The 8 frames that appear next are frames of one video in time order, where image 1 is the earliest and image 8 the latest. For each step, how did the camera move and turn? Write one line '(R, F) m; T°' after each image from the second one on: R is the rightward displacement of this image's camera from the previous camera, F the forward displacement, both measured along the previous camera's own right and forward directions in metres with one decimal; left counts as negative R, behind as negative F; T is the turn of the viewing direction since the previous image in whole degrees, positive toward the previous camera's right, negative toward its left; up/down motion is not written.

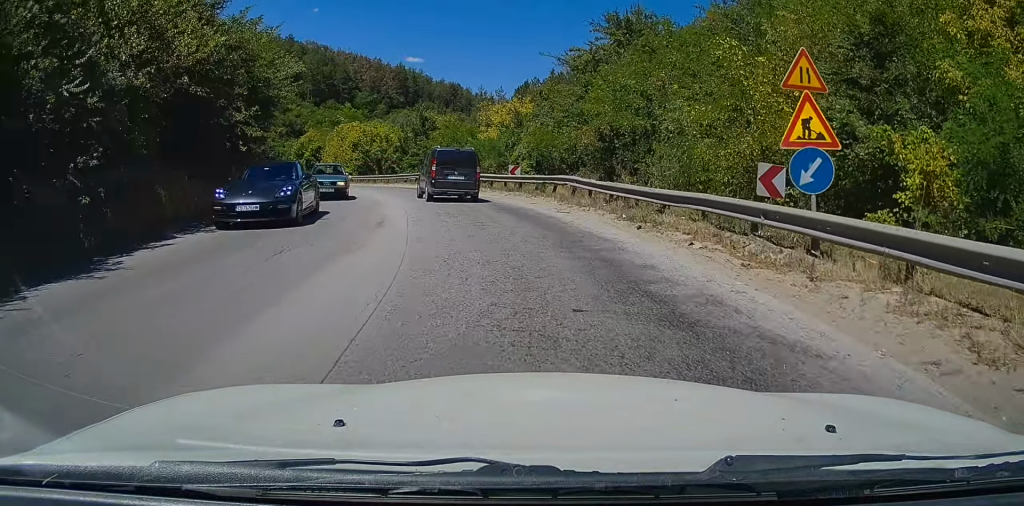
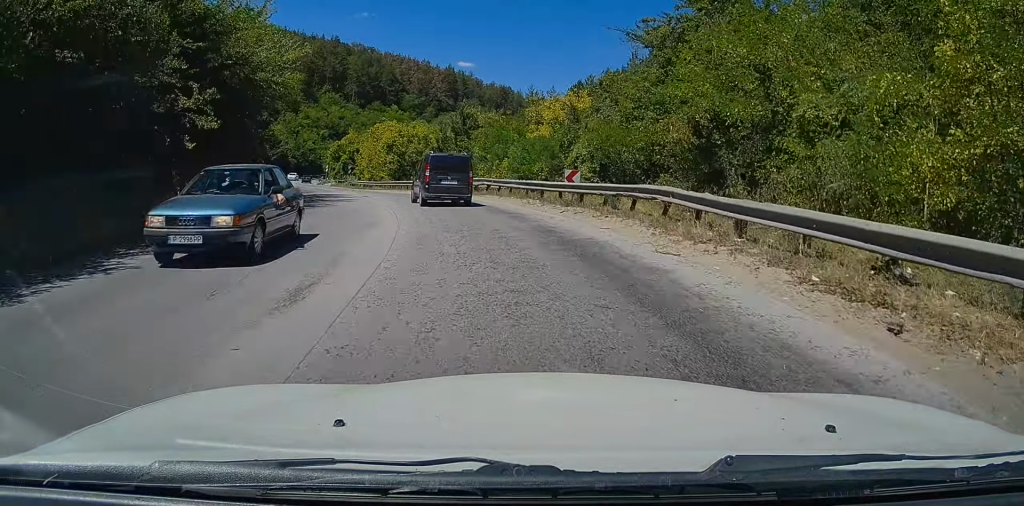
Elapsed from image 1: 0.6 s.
(-0.3, +8.6) m; -5°
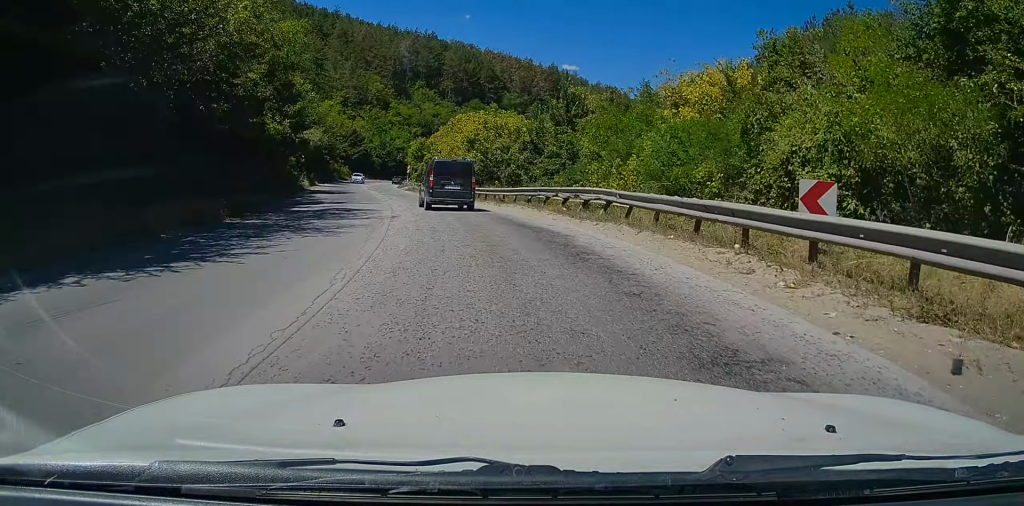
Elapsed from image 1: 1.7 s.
(-1.4, +15.0) m; -9°
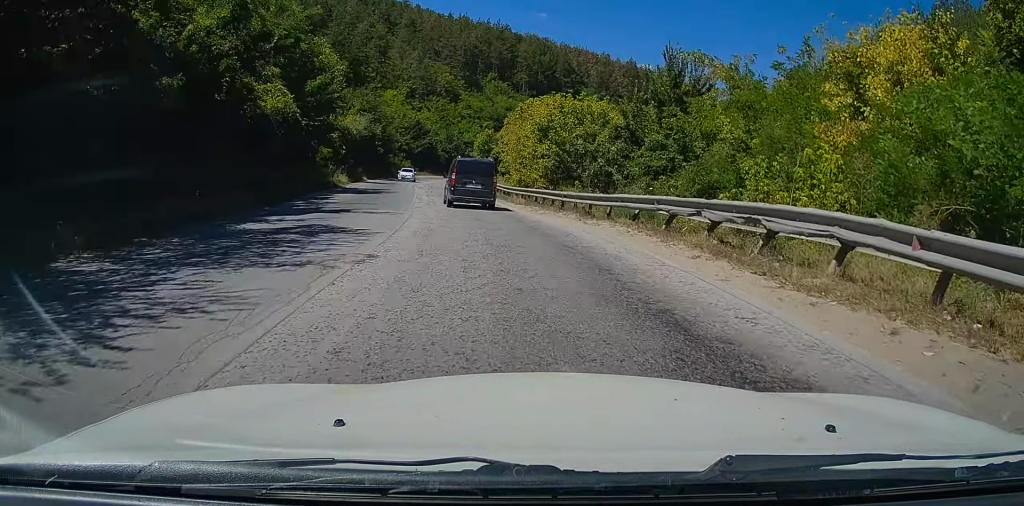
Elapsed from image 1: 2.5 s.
(-0.6, +10.7) m; -4°
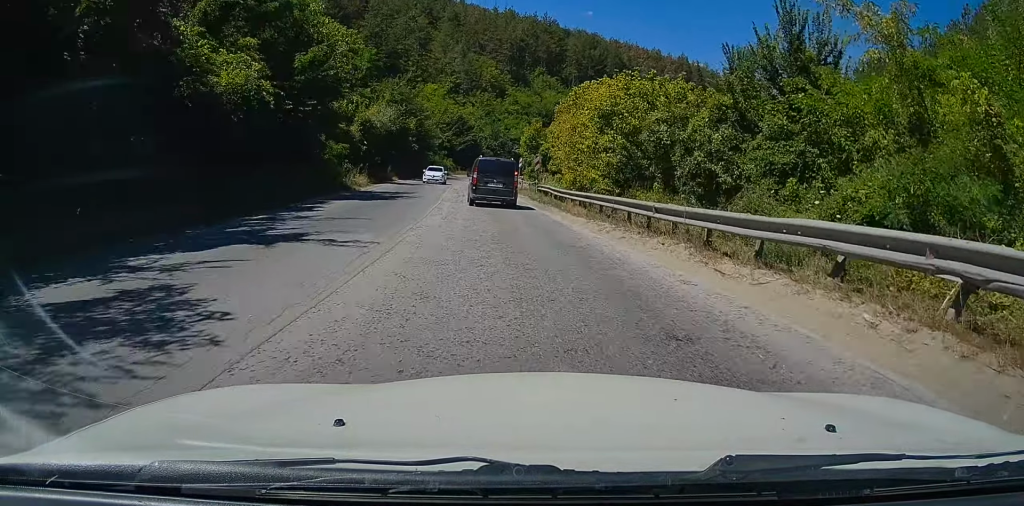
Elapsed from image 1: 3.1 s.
(0.0, +8.7) m; -3°
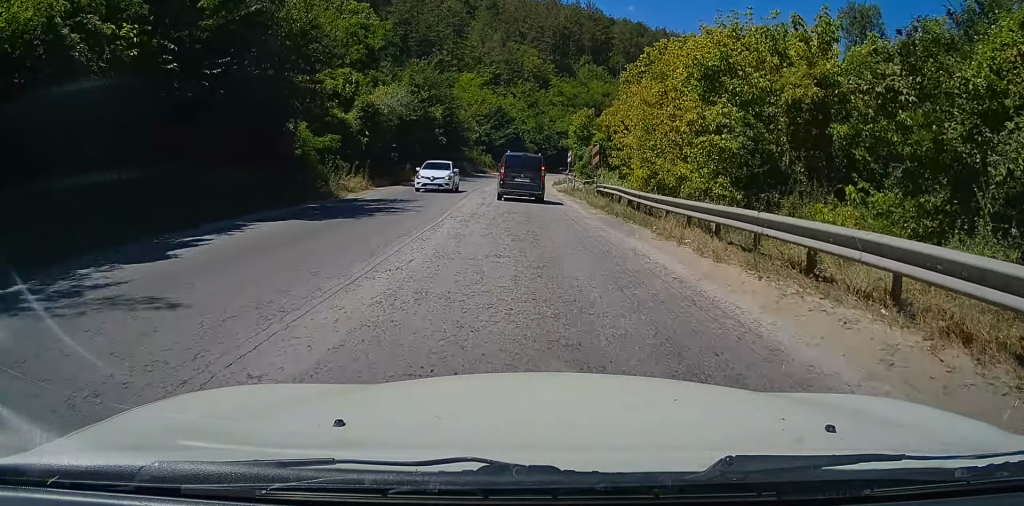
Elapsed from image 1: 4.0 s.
(-0.6, +11.3) m; -4°
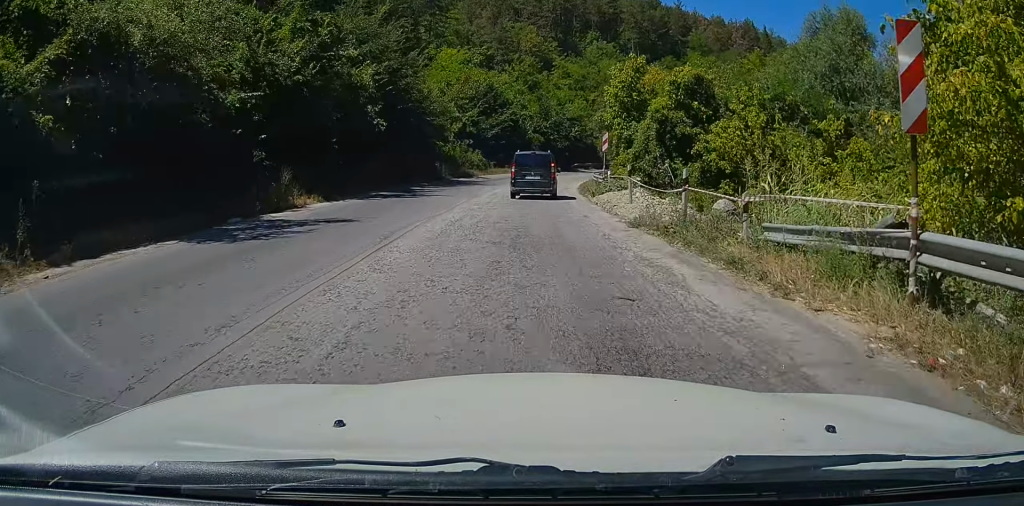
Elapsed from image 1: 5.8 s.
(-0.6, +24.1) m; -1°
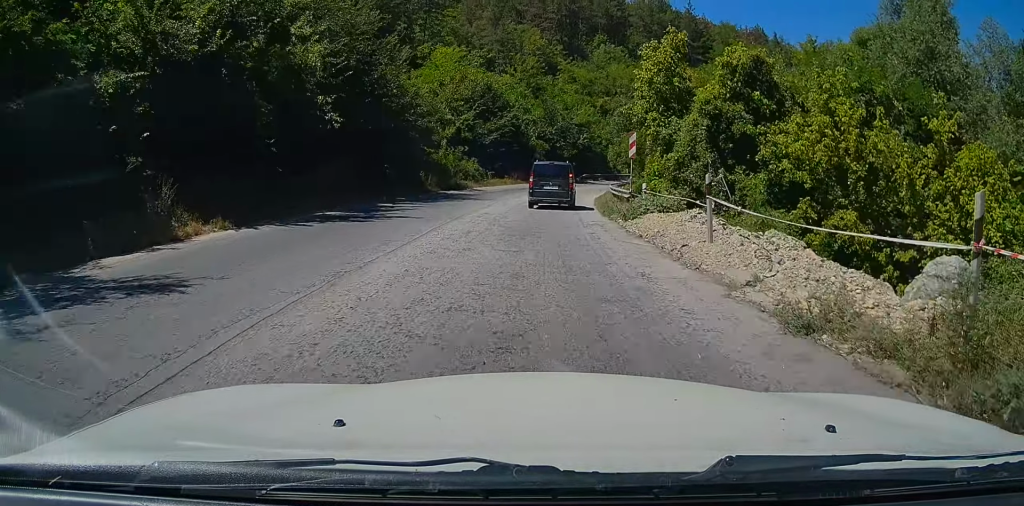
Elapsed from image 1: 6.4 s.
(0.0, +7.7) m; 0°
